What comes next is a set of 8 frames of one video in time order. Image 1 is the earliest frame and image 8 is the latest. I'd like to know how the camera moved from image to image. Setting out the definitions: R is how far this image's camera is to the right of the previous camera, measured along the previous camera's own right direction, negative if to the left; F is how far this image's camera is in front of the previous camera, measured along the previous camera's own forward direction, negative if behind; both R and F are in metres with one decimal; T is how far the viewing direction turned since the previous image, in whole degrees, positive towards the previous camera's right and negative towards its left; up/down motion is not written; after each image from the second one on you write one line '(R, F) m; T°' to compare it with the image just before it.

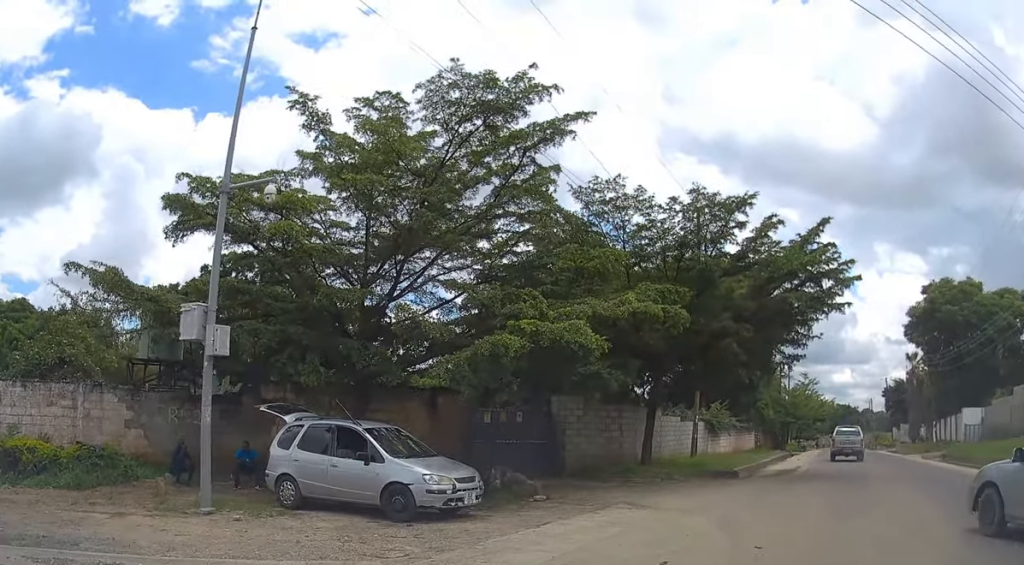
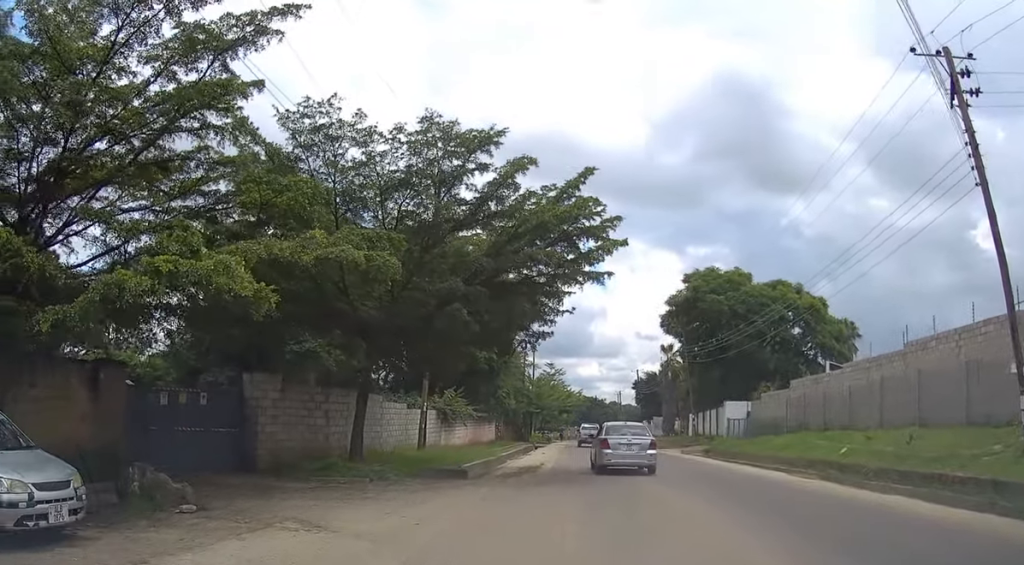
(+1.2, +3.7) m; +28°
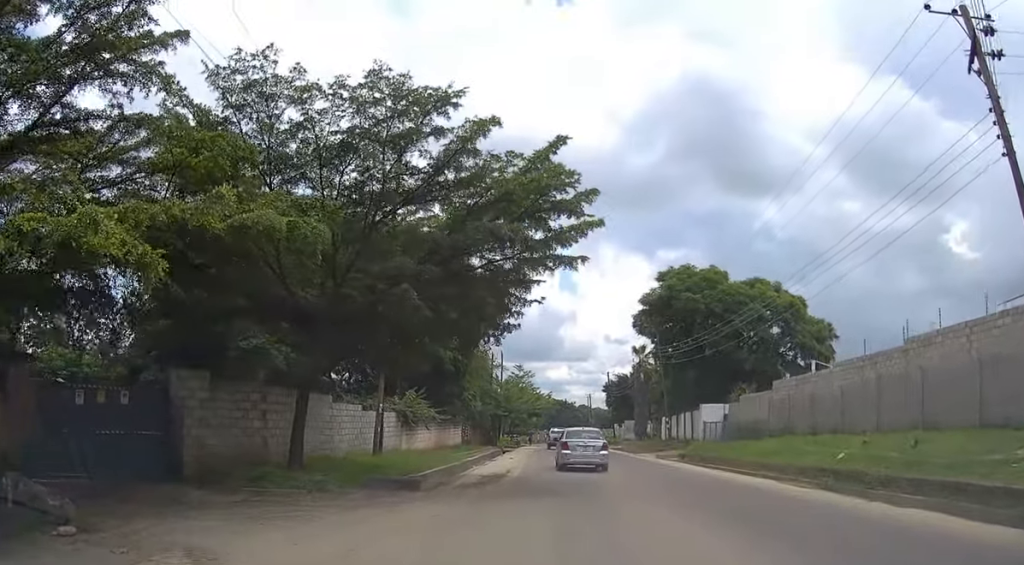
(0.0, +1.8) m; +1°
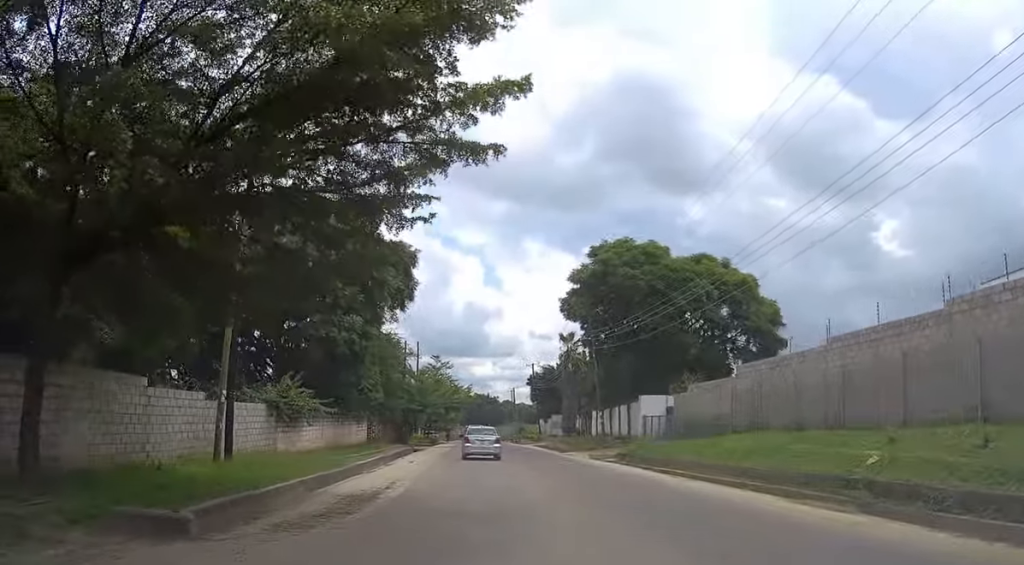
(0.0, +6.0) m; +2°
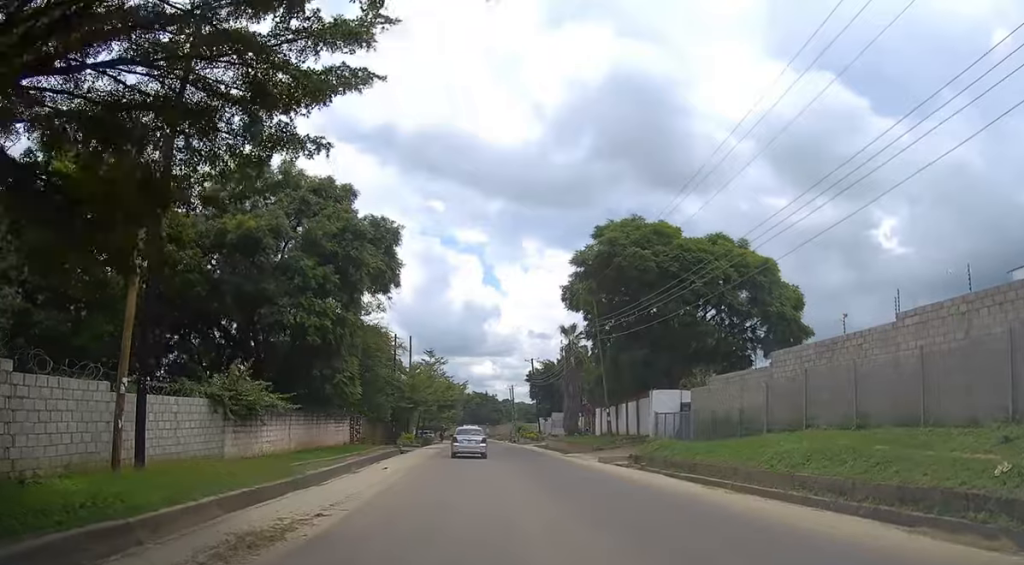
(+0.1, +4.4) m; 0°
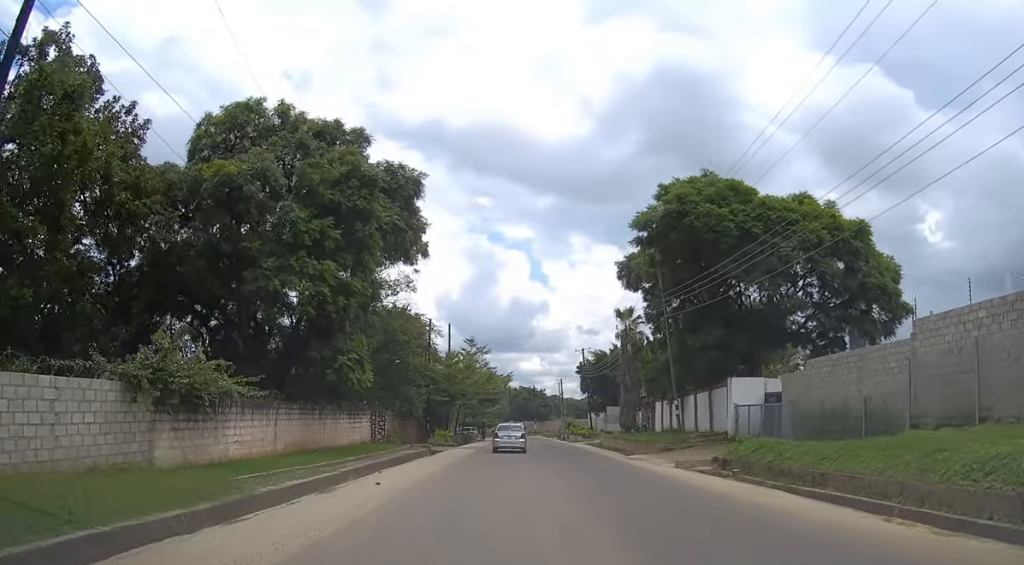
(-0.1, +7.0) m; -3°
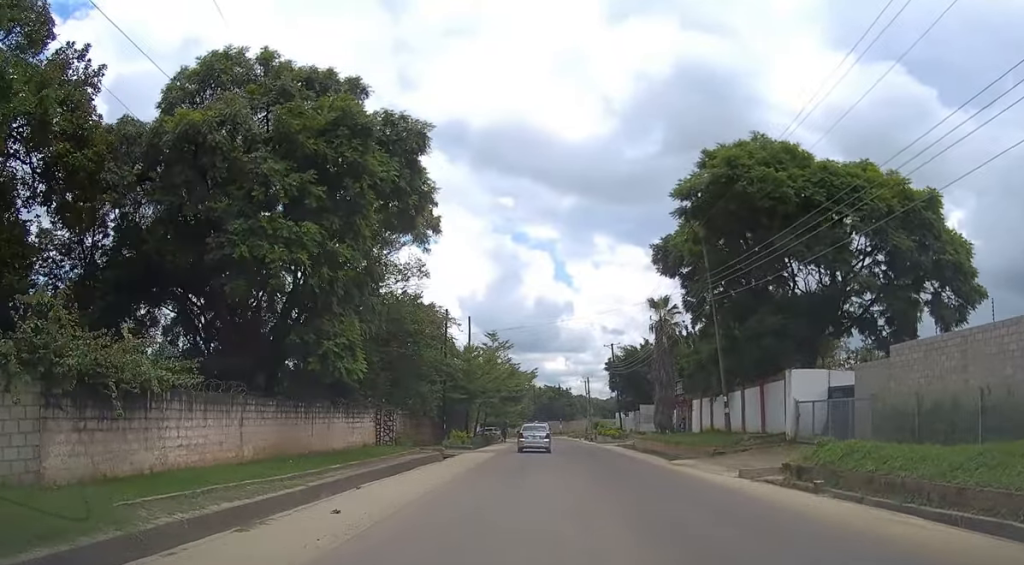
(-0.1, +4.9) m; -1°
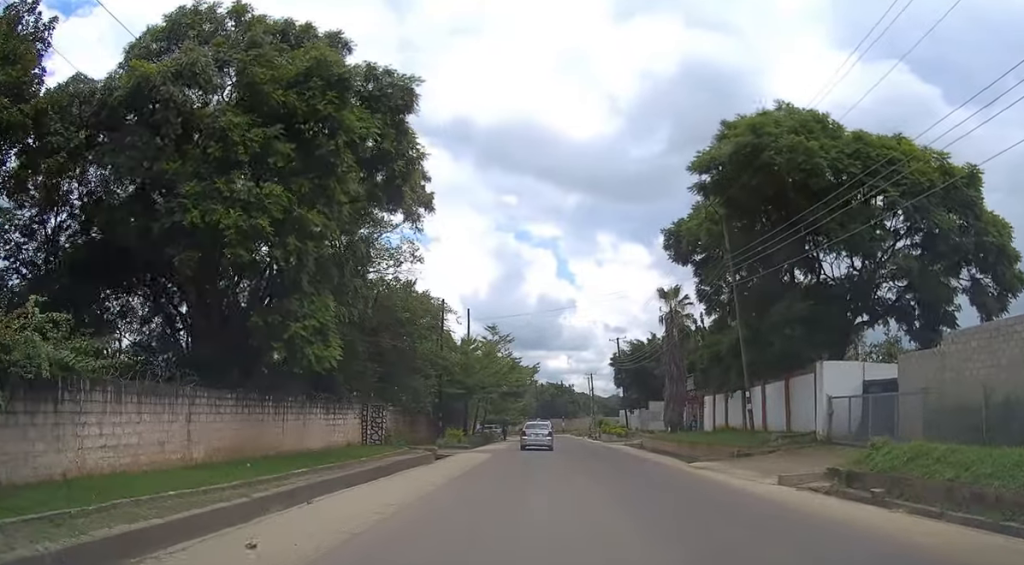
(-0.1, +3.2) m; 0°
